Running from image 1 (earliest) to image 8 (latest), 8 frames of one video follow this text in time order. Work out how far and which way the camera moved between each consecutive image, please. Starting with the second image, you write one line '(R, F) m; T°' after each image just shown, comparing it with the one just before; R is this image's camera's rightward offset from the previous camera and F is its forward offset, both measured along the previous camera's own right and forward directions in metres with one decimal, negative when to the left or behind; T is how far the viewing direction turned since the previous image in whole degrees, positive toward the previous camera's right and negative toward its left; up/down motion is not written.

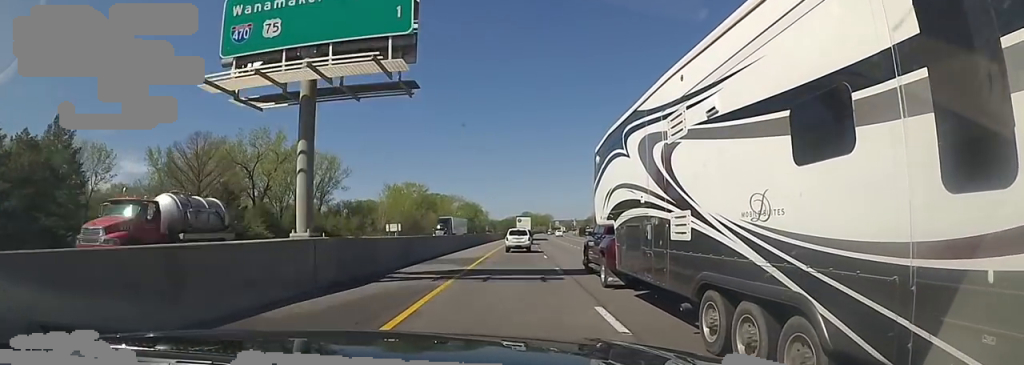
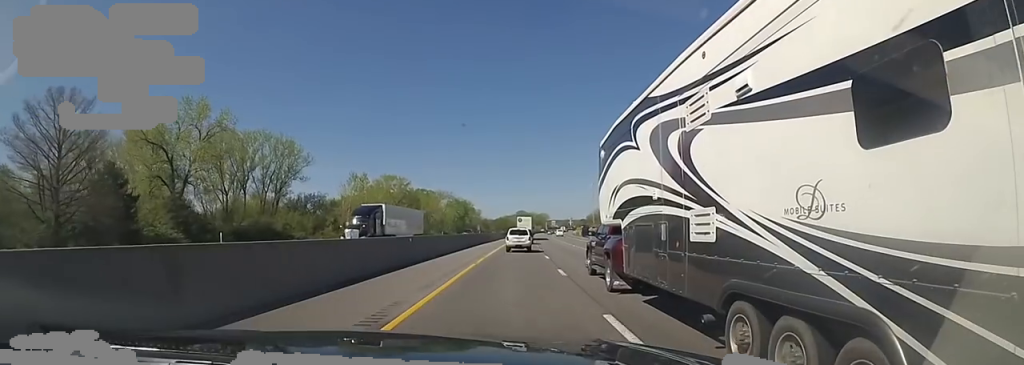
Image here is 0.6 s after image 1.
(+0.1, +20.5) m; 0°
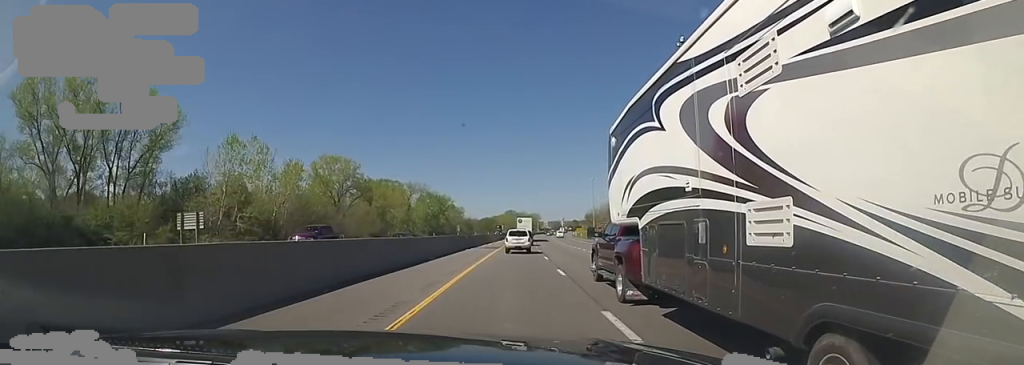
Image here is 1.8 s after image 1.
(0.0, +38.8) m; +2°
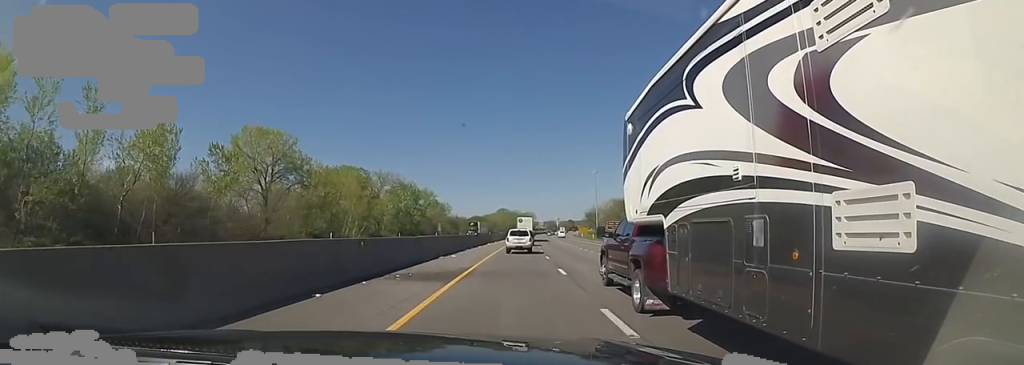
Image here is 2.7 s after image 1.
(+0.7, +29.0) m; +1°
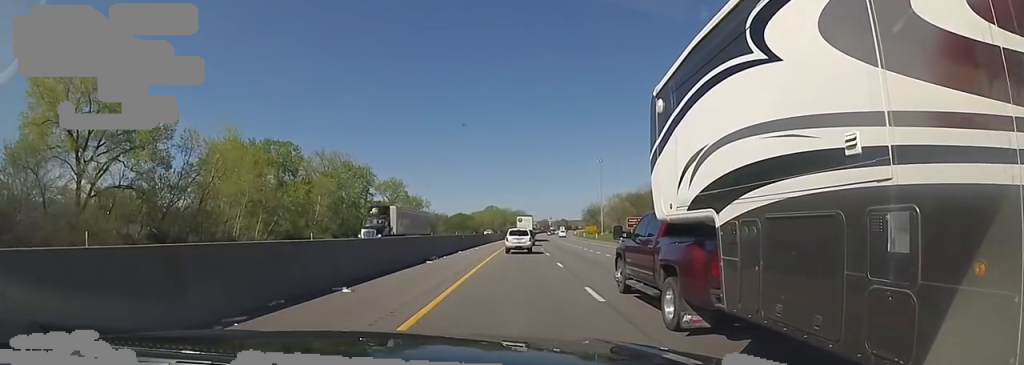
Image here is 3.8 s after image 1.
(-0.3, +35.5) m; +1°
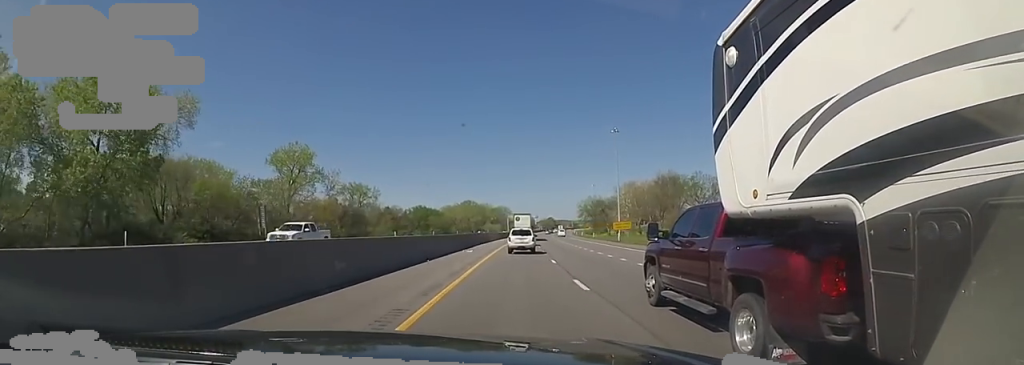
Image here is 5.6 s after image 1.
(+1.9, +56.8) m; +4°
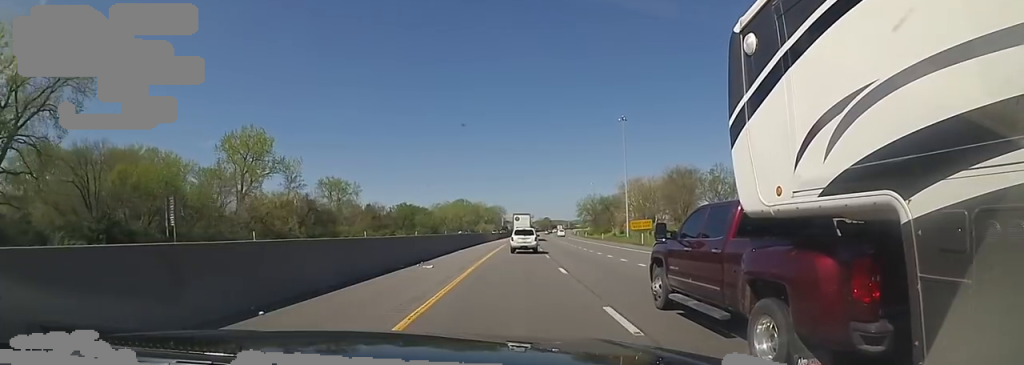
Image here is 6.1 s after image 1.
(-0.4, +14.9) m; +1°
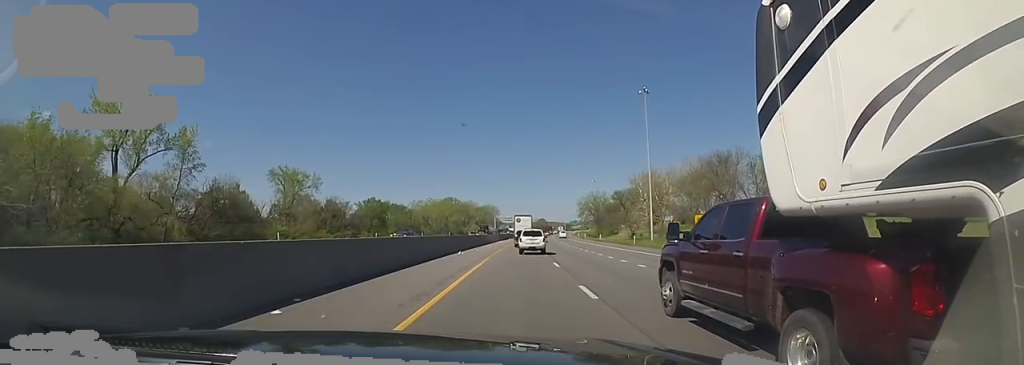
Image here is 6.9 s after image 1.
(+0.9, +25.5) m; +1°
